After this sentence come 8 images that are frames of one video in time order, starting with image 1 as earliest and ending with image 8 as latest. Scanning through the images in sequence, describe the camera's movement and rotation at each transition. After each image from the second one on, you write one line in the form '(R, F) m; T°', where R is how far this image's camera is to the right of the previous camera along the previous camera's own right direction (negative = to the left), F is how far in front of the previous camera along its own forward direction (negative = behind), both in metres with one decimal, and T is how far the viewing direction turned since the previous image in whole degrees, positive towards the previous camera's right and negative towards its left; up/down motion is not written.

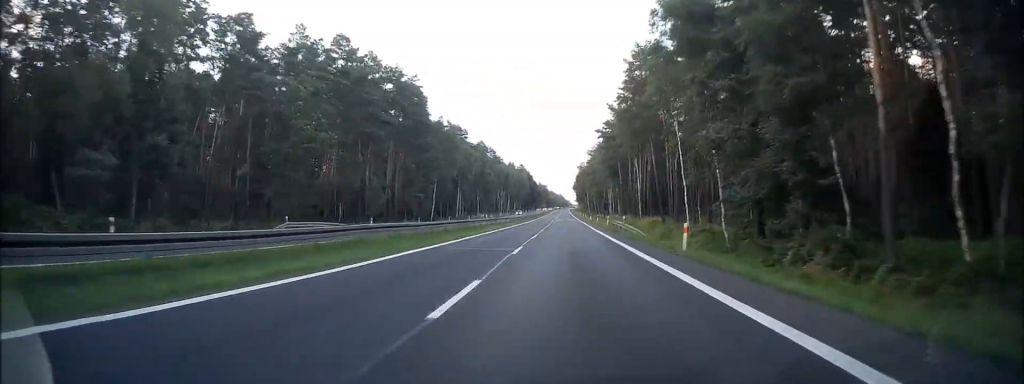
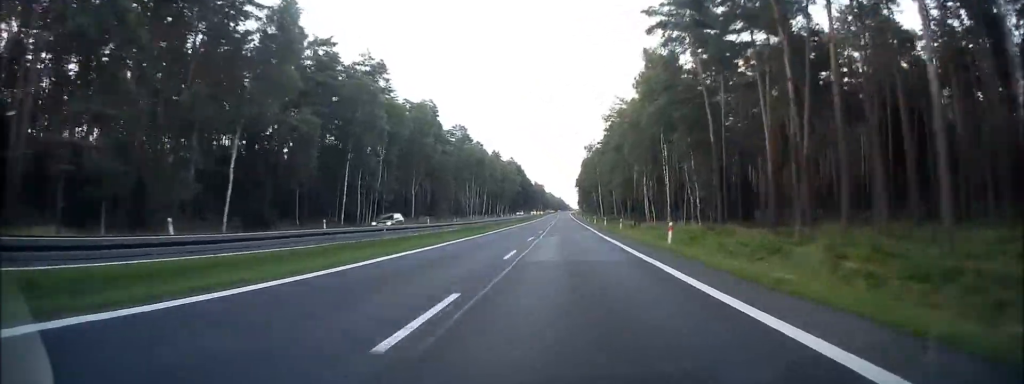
(+0.5, +73.5) m; 0°
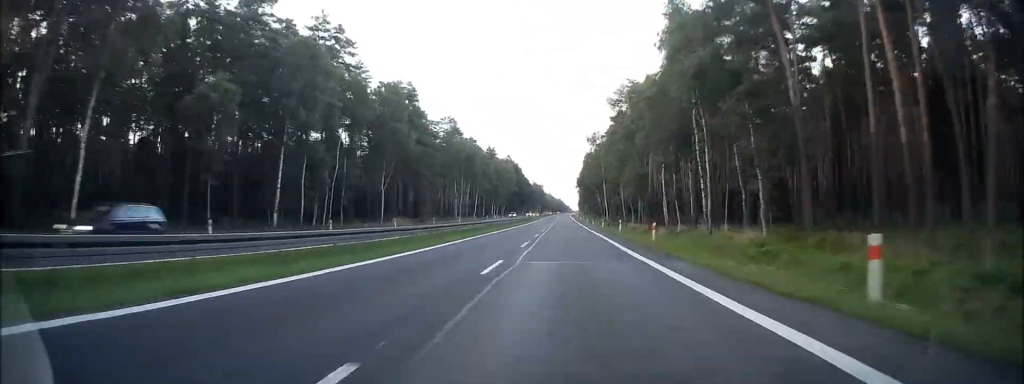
(+0.1, +16.8) m; 0°
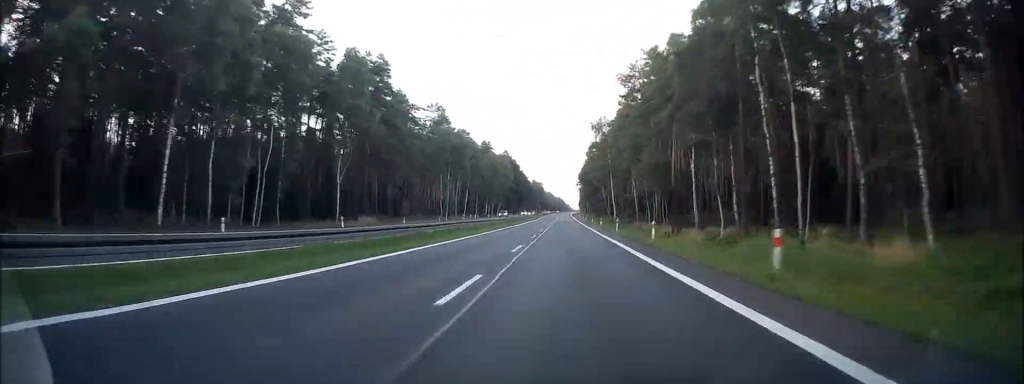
(0.0, +16.8) m; 0°
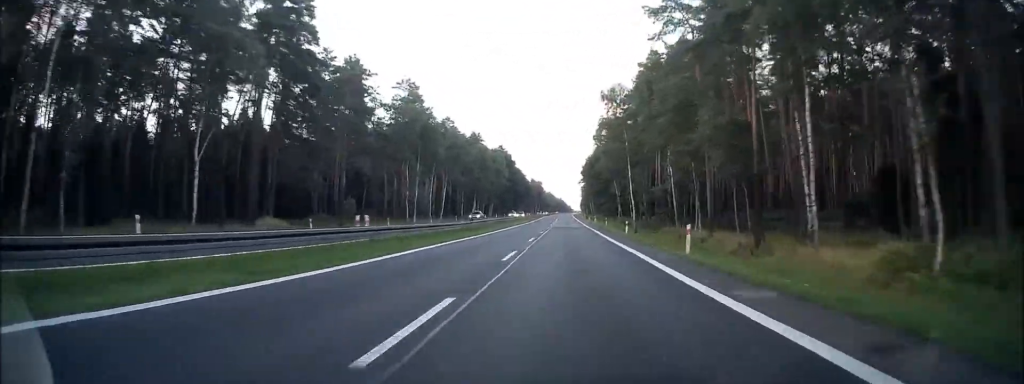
(-0.2, +27.5) m; 0°
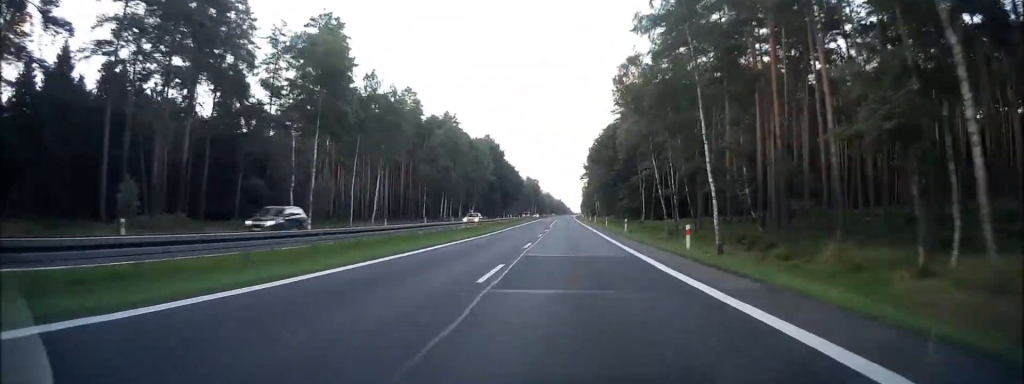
(+0.3, +41.5) m; 0°
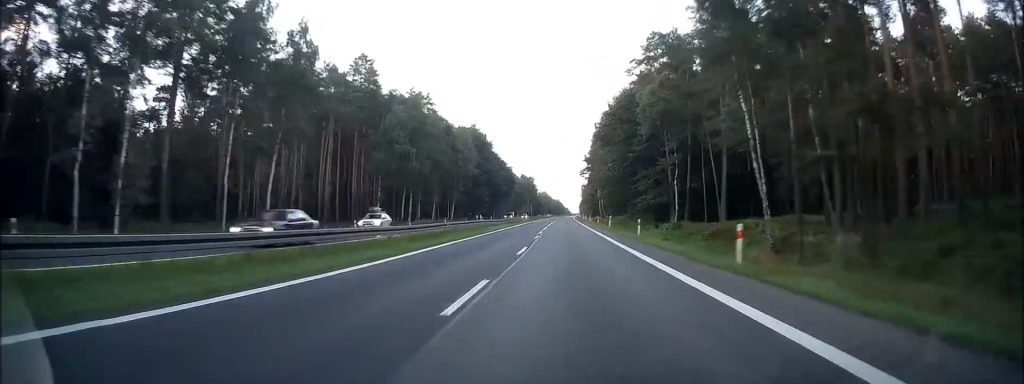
(-0.1, +27.7) m; 0°
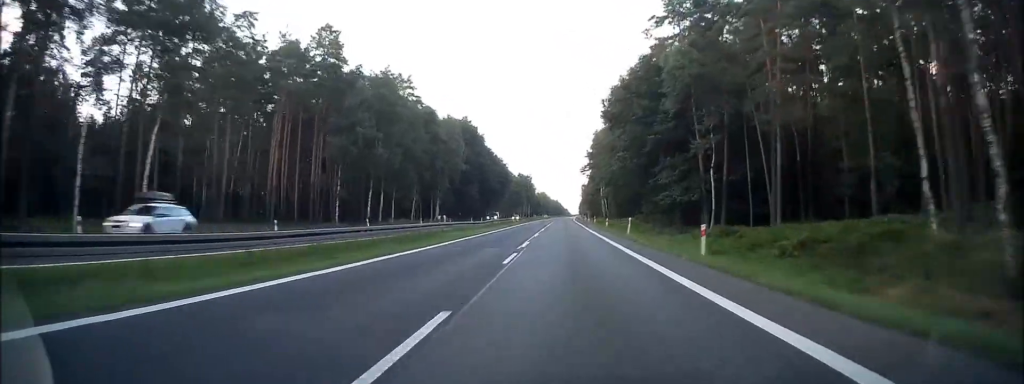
(+0.2, +15.9) m; 0°
